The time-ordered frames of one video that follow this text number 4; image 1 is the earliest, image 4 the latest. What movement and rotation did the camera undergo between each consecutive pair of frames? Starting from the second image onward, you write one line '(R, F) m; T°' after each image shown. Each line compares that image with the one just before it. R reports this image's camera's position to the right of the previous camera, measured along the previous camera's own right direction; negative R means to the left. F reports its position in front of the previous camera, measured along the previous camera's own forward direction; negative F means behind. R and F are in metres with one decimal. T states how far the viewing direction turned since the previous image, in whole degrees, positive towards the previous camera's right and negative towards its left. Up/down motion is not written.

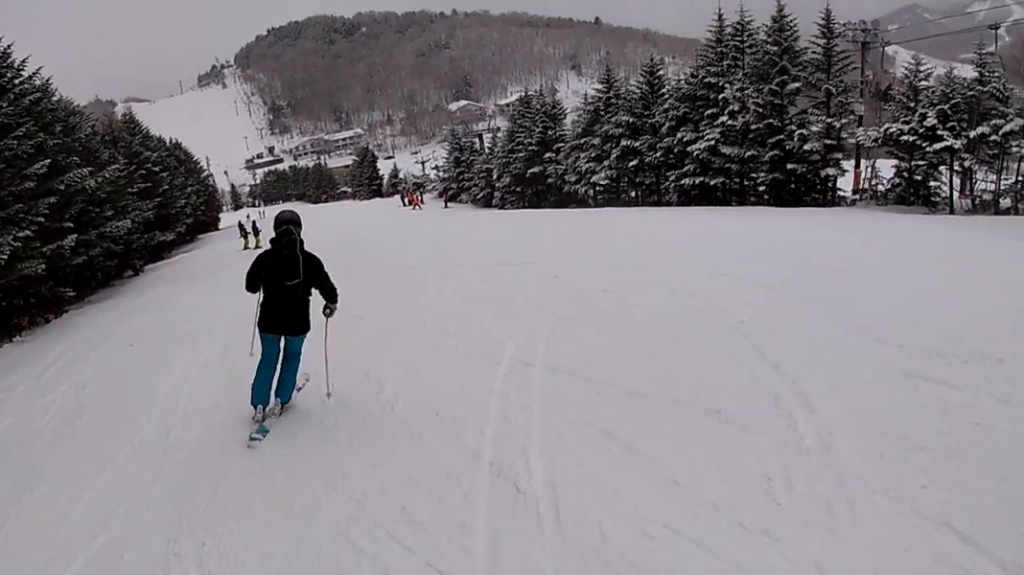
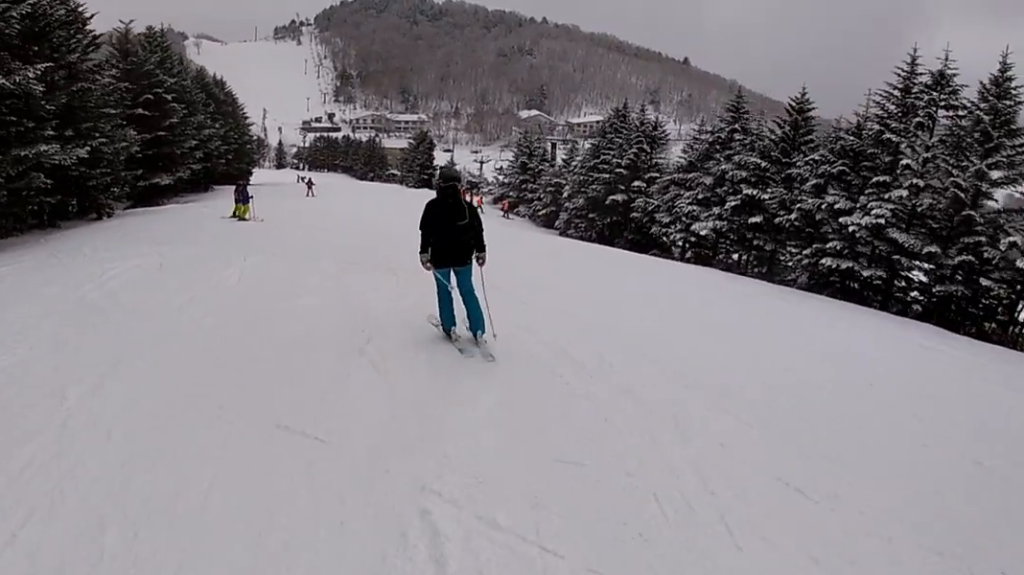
(-1.1, +9.6) m; -1°
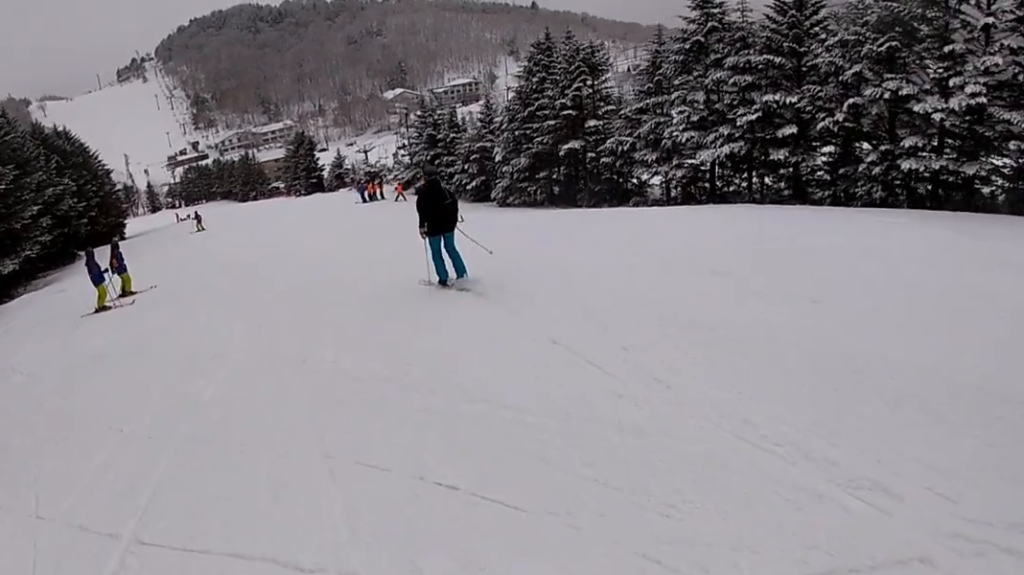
(+1.6, +9.7) m; +10°
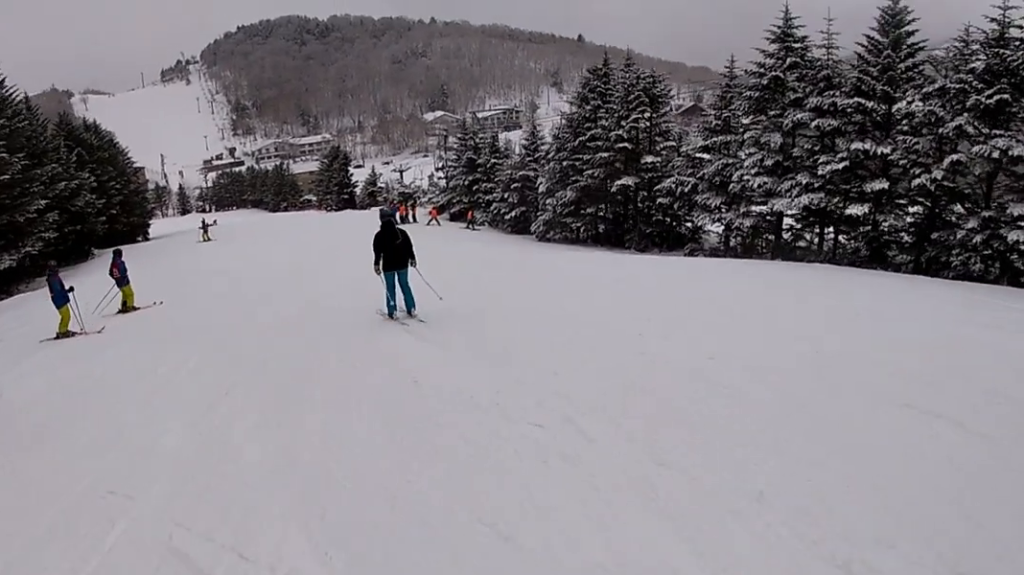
(0.0, +3.4) m; +2°
